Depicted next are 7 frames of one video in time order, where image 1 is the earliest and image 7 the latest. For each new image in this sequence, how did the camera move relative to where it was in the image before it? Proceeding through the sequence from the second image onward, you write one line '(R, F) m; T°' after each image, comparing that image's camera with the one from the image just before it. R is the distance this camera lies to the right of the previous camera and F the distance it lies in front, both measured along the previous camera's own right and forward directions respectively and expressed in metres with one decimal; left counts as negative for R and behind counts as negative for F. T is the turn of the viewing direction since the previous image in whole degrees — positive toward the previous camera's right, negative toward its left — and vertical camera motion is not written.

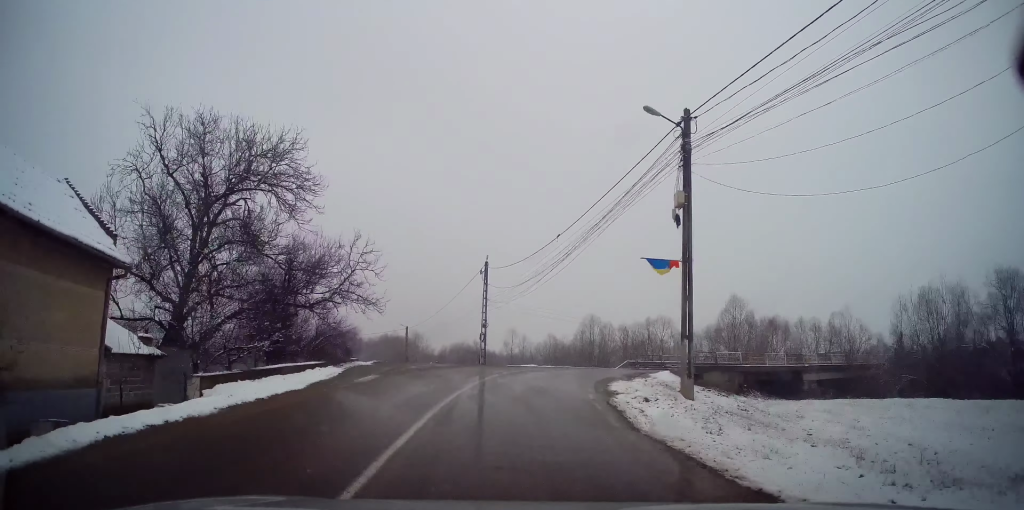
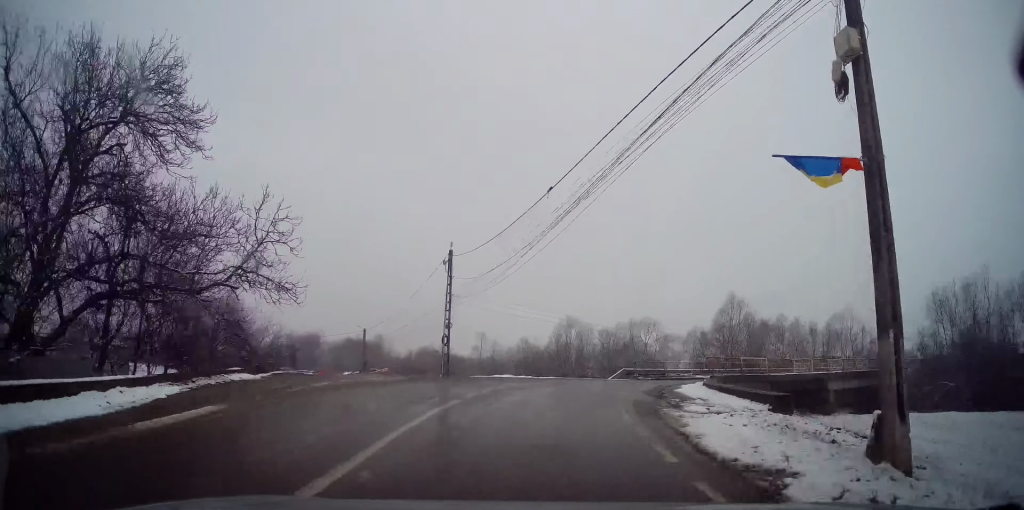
(+0.2, +8.6) m; +4°
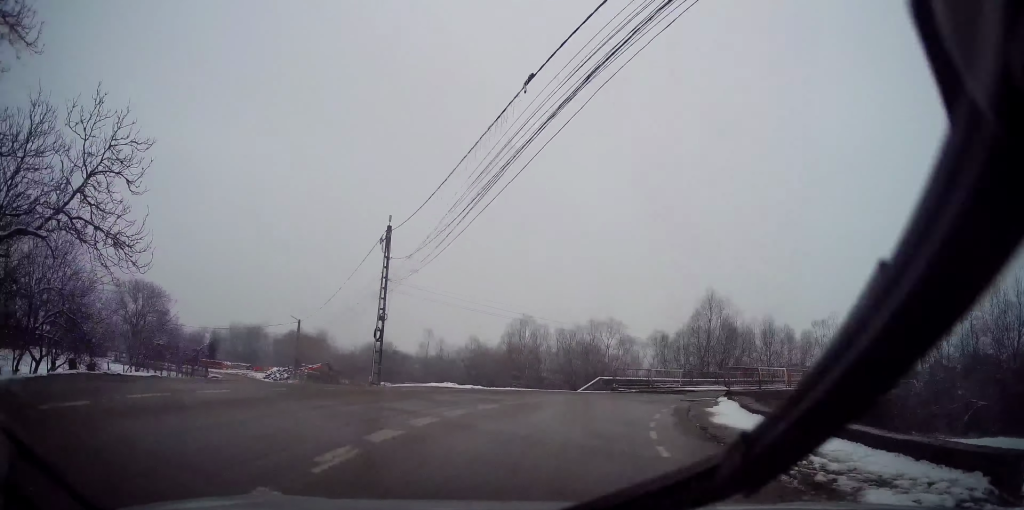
(+0.3, +7.8) m; +6°
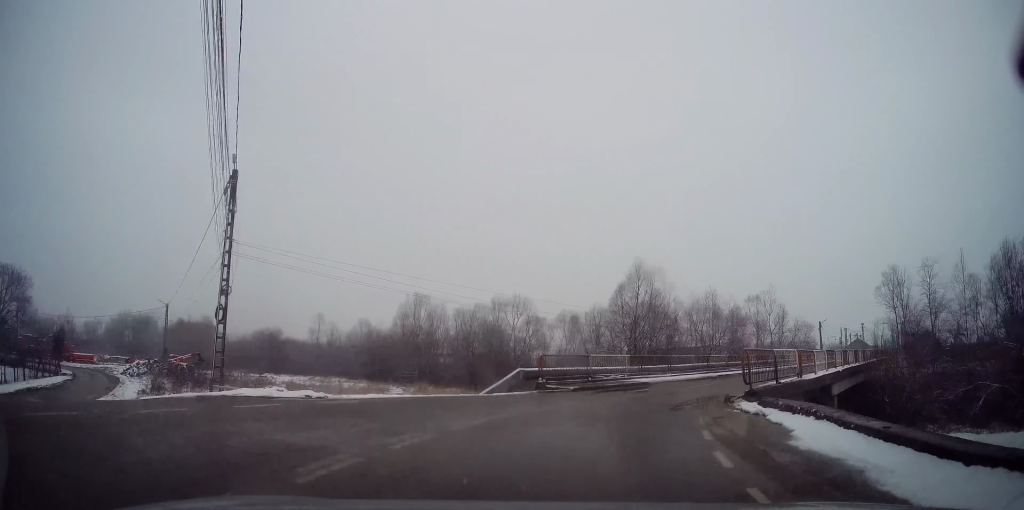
(+0.6, +8.6) m; +12°
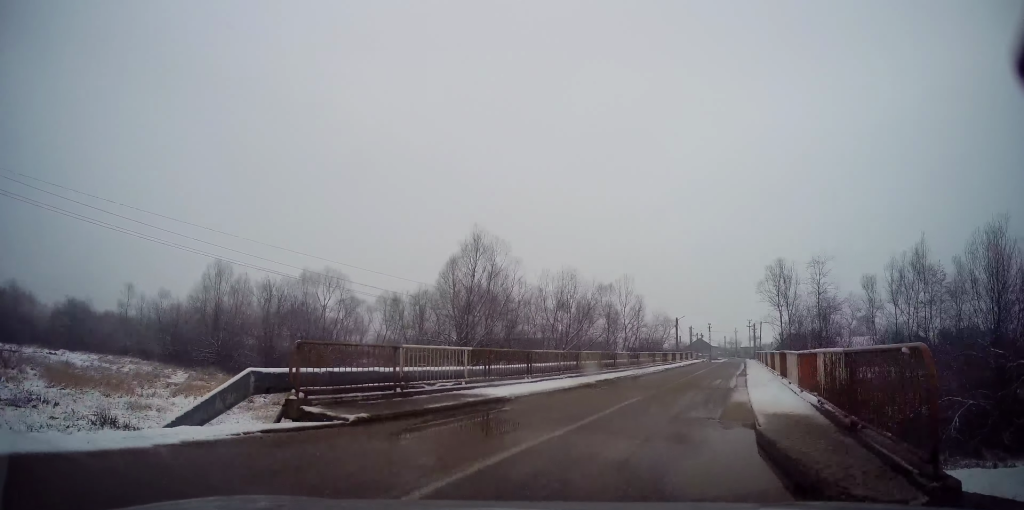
(+1.7, +9.9) m; +20°
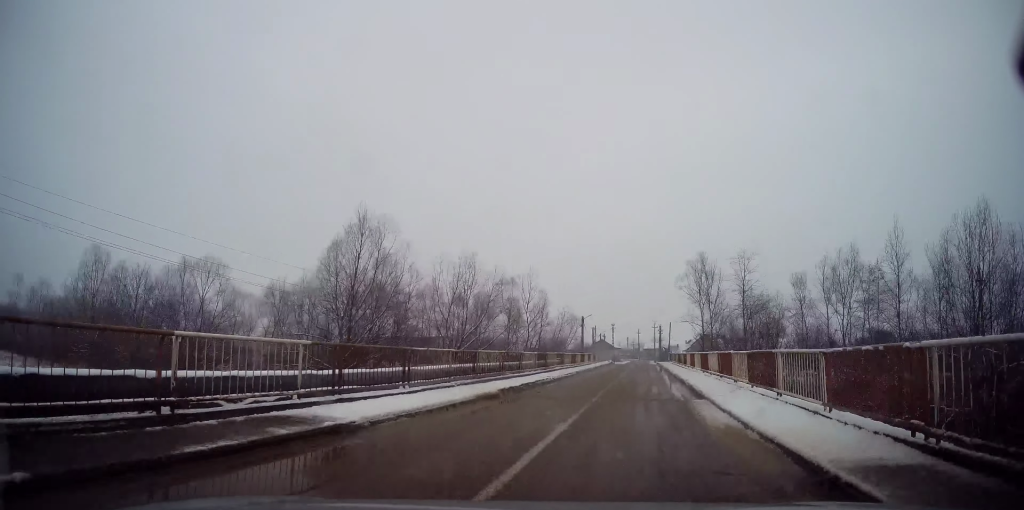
(0.0, +5.3) m; +12°
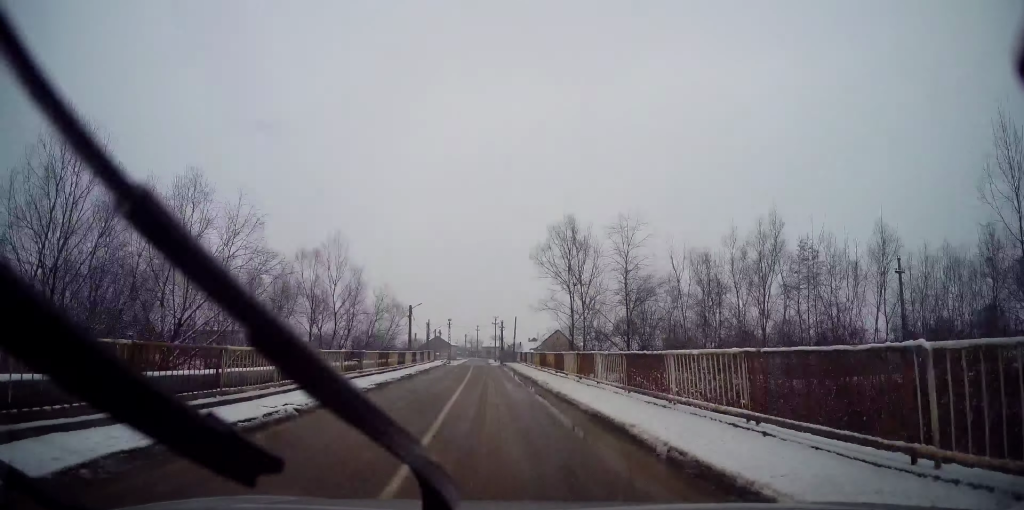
(+2.6, +13.5) m; +11°
